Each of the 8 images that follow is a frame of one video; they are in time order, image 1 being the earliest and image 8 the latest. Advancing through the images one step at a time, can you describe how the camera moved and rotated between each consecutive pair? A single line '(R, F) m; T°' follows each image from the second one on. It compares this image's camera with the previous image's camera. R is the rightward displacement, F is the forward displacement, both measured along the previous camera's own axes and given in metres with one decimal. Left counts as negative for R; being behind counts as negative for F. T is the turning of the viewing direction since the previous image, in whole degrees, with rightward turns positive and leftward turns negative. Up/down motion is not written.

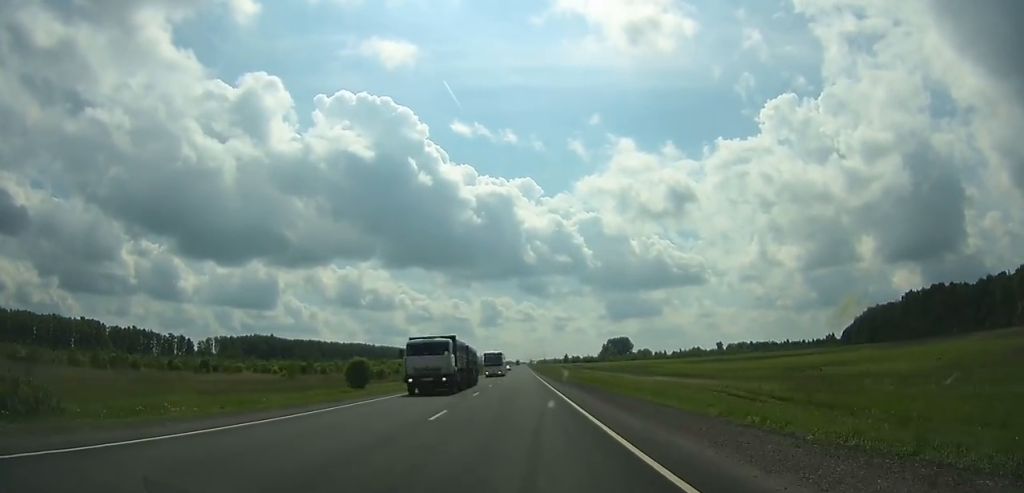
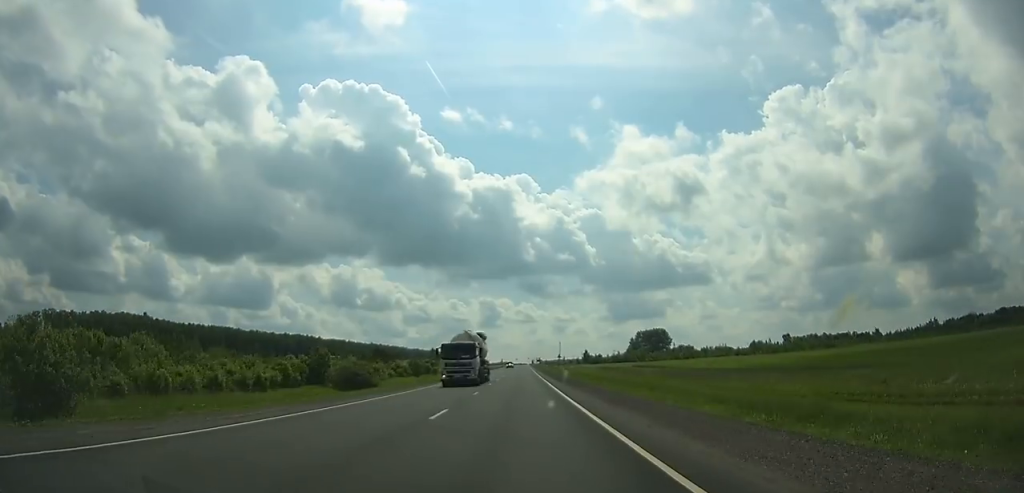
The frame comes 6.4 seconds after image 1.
(+0.6, +189.0) m; 0°
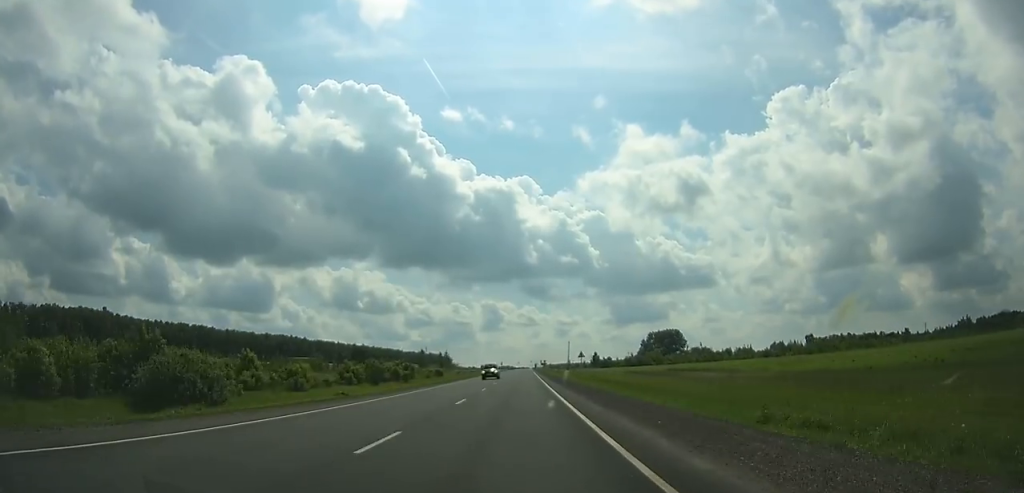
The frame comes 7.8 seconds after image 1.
(+0.1, +40.9) m; 0°
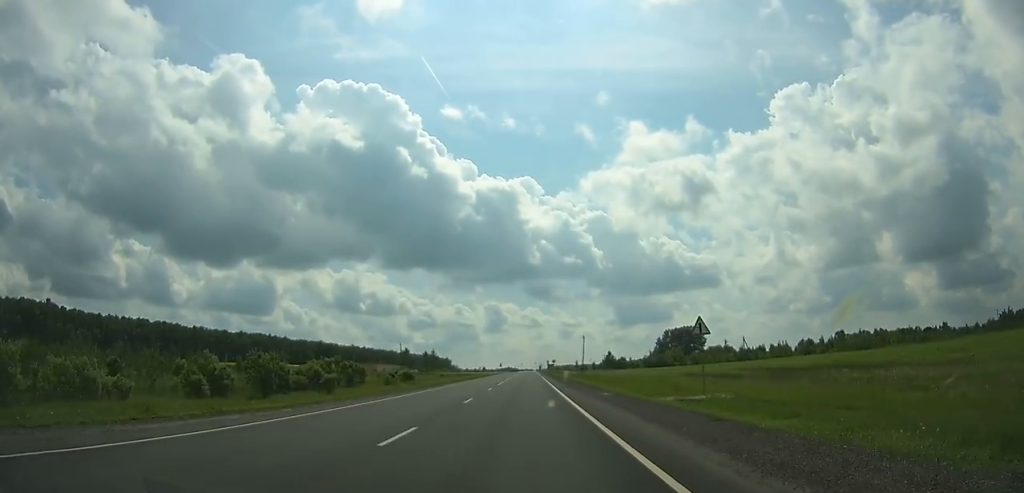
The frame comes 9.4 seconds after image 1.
(-0.1, +46.1) m; 0°
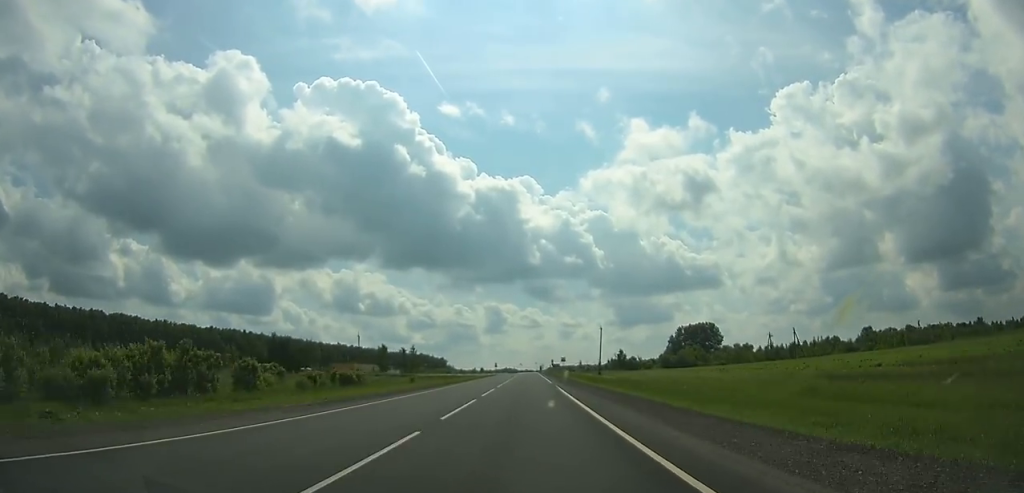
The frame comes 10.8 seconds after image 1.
(-0.1, +40.3) m; 0°
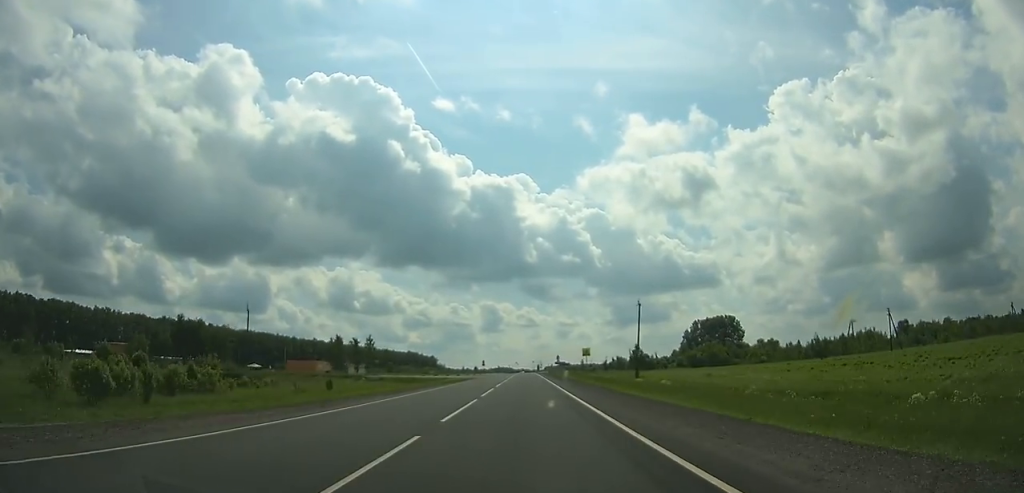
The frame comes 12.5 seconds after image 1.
(0.0, +48.0) m; 0°
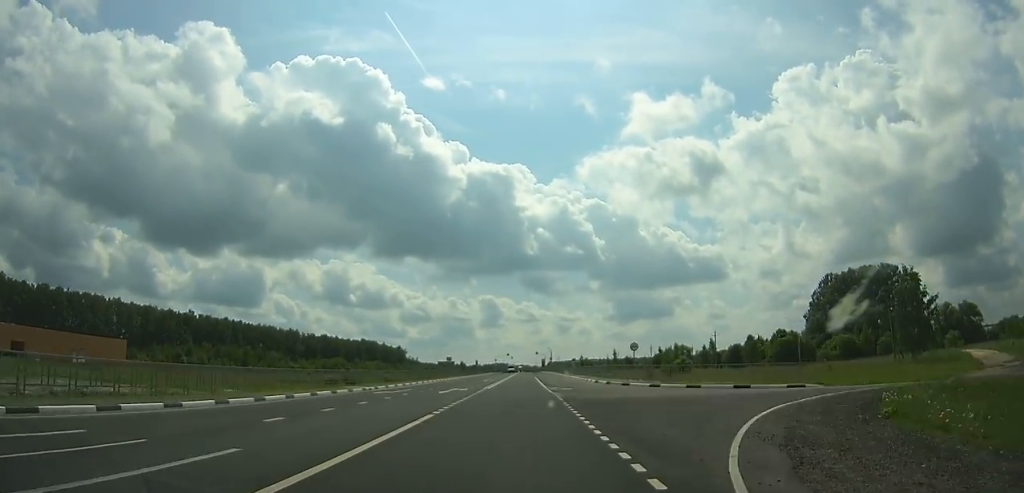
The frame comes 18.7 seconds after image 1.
(+0.2, +171.3) m; 0°
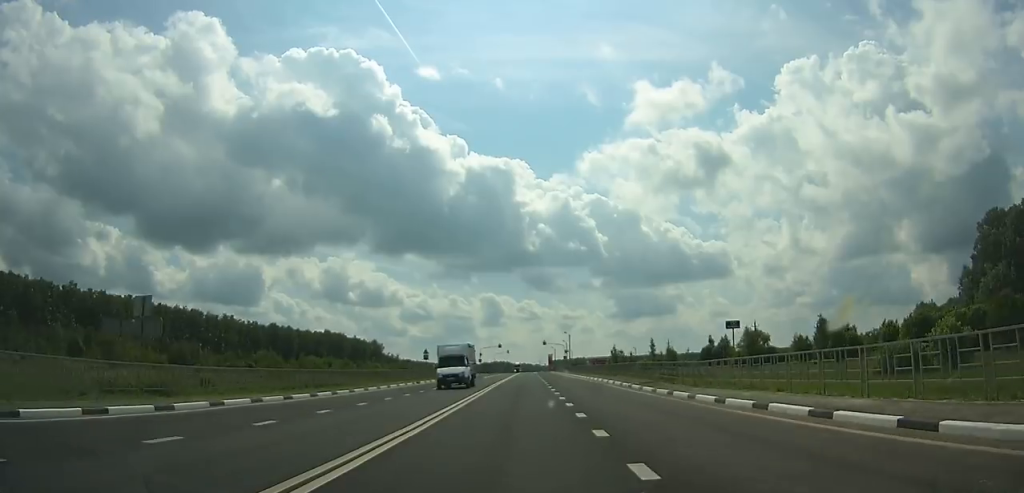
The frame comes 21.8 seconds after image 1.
(-0.1, +82.8) m; 0°
